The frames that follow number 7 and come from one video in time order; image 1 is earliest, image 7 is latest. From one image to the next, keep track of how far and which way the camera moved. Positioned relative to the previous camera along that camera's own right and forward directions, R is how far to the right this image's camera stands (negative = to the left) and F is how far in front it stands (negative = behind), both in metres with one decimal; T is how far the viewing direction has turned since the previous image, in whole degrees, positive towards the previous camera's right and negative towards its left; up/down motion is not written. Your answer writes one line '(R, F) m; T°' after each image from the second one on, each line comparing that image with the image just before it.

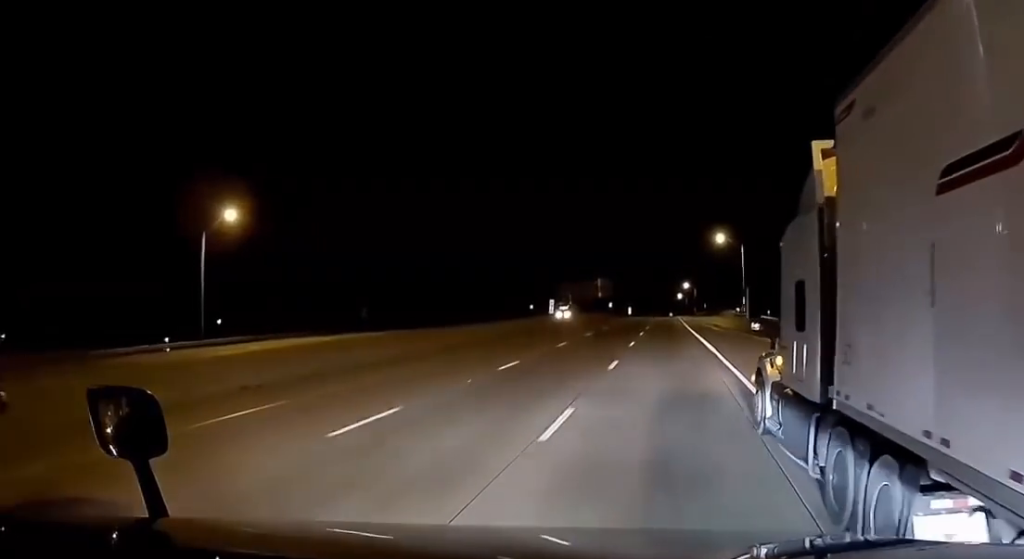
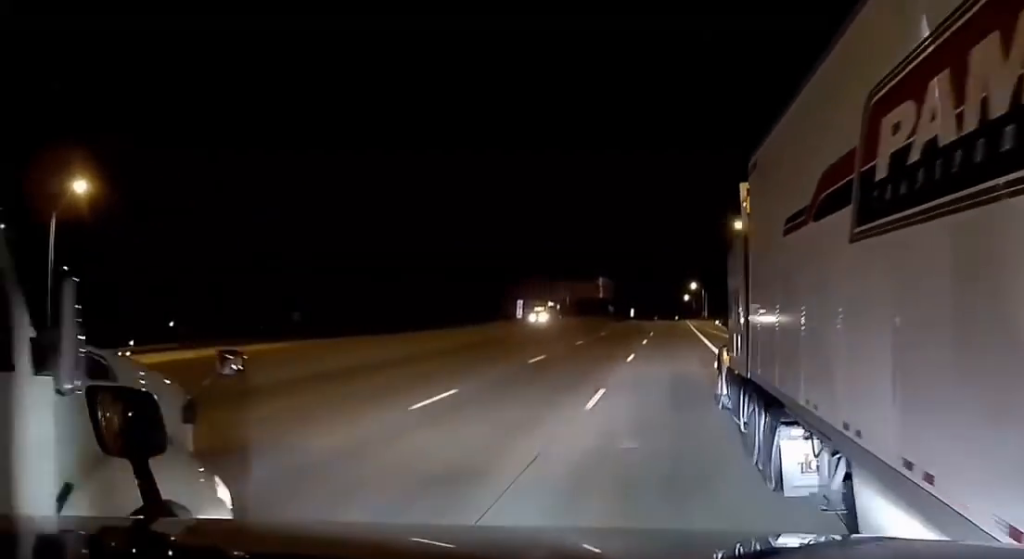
(-0.3, +21.0) m; -1°
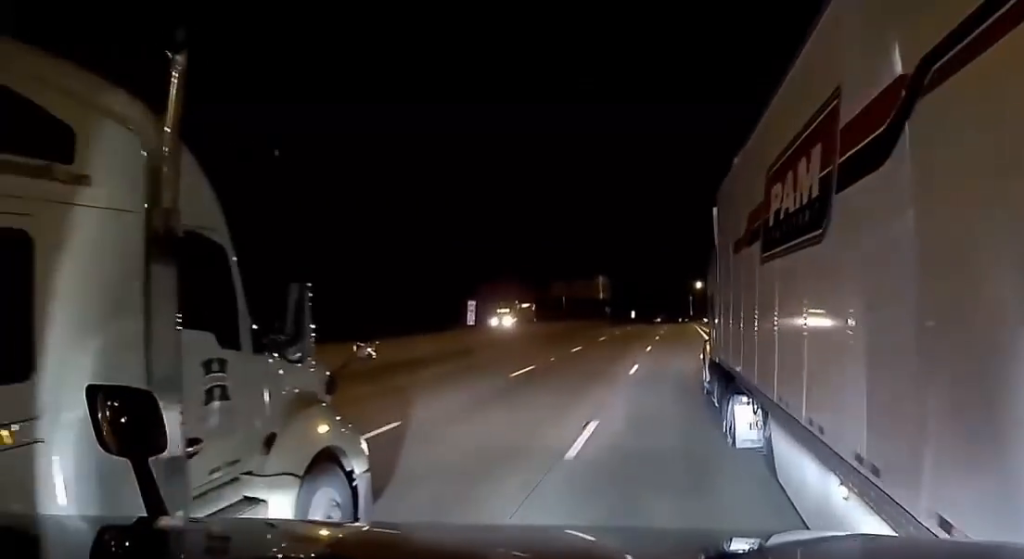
(0.0, +16.6) m; 0°
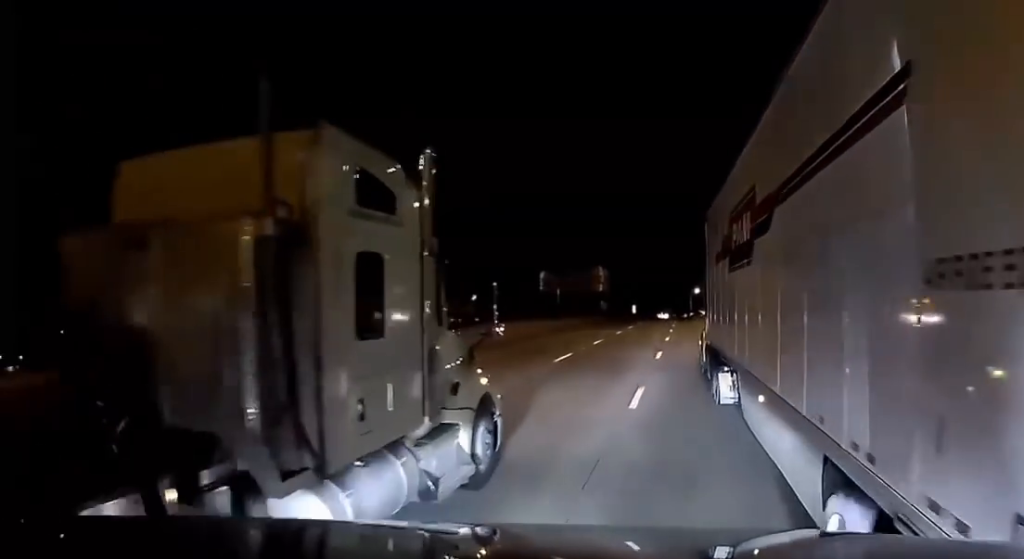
(0.0, +20.0) m; +1°
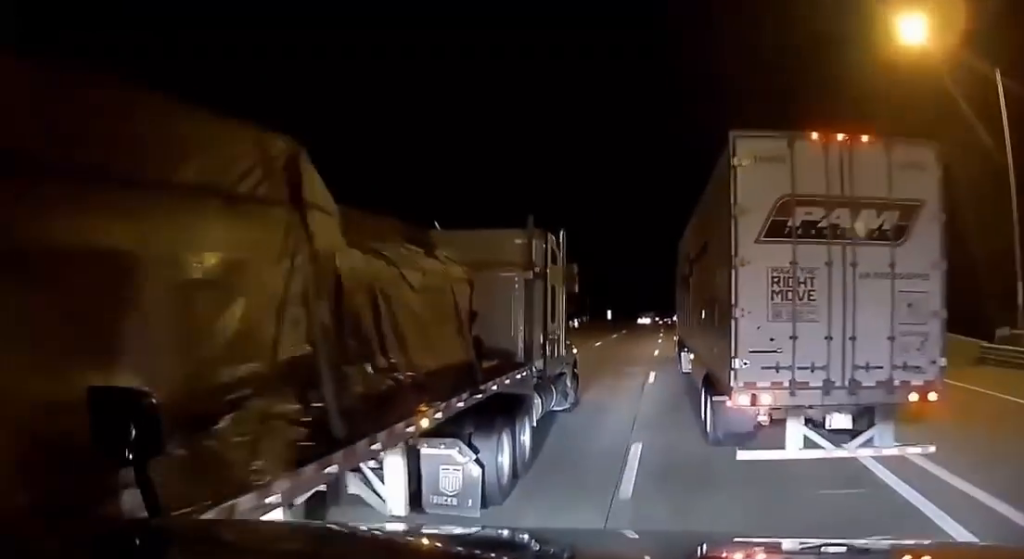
(+0.9, +31.5) m; +2°
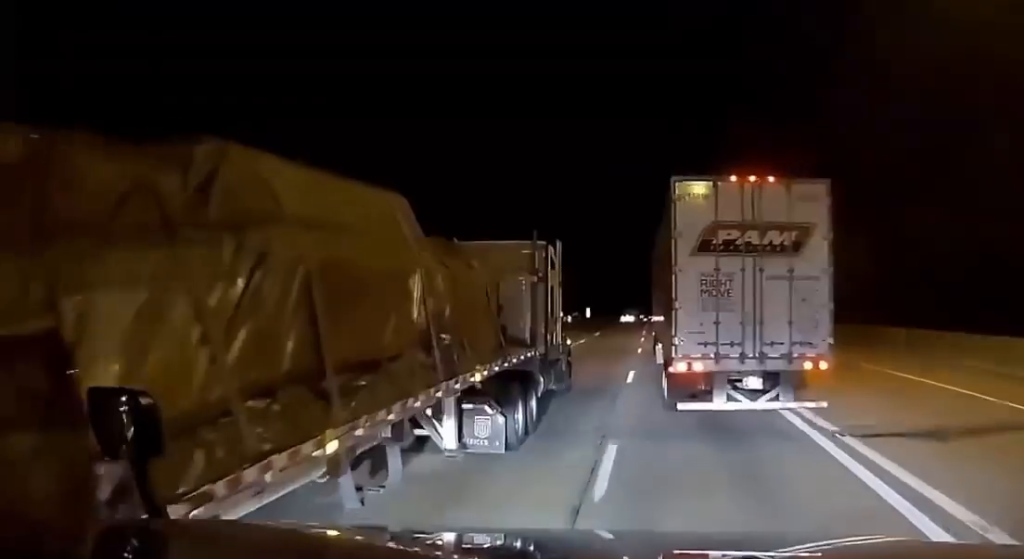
(0.0, +12.6) m; 0°
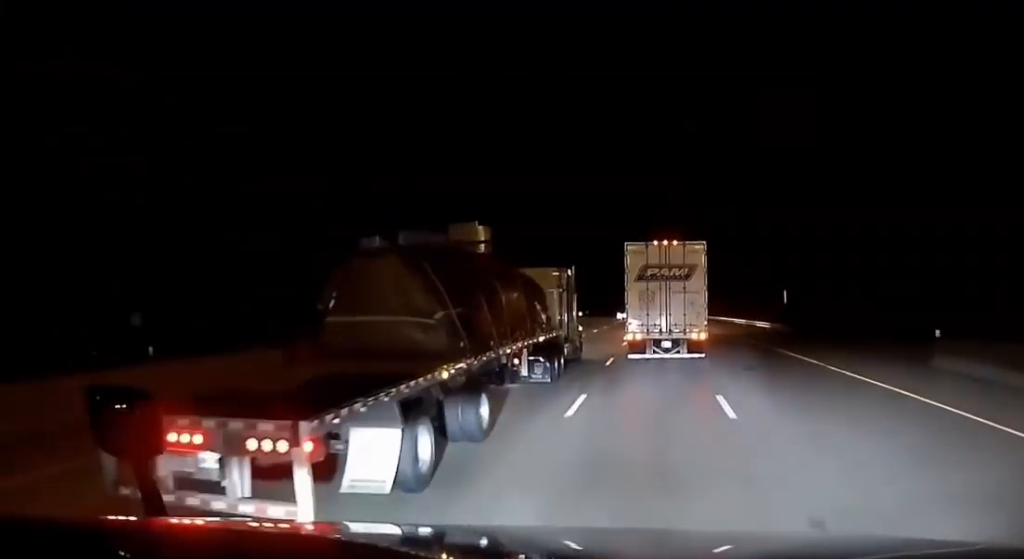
(0.0, +44.2) m; 0°
